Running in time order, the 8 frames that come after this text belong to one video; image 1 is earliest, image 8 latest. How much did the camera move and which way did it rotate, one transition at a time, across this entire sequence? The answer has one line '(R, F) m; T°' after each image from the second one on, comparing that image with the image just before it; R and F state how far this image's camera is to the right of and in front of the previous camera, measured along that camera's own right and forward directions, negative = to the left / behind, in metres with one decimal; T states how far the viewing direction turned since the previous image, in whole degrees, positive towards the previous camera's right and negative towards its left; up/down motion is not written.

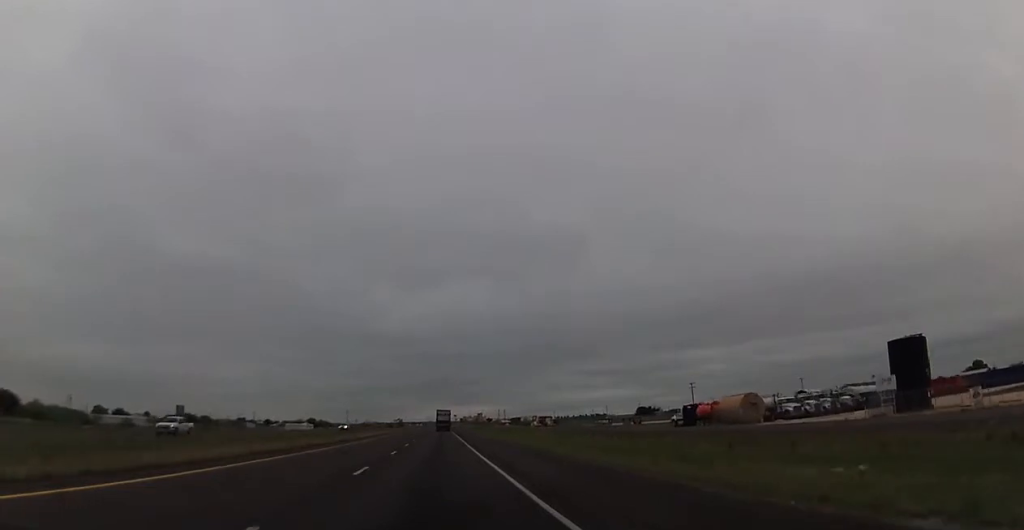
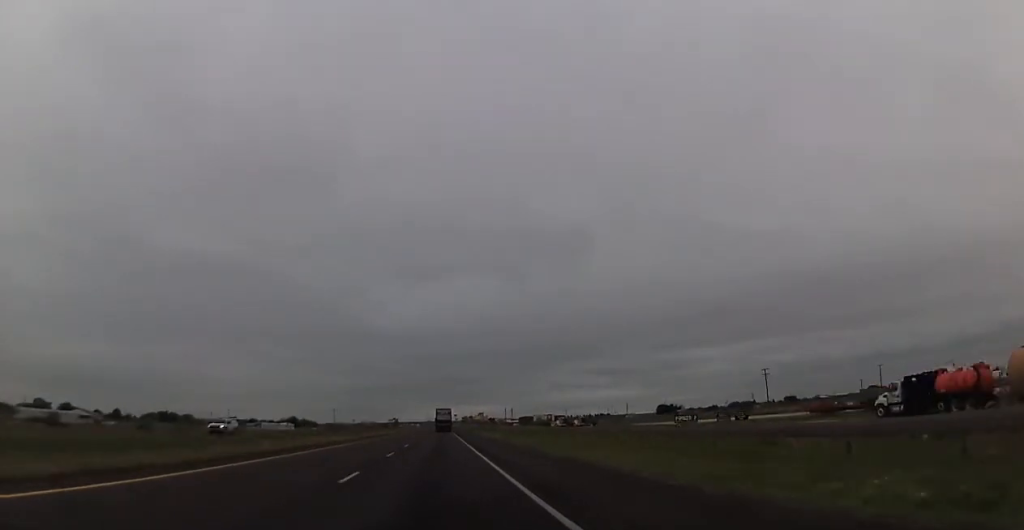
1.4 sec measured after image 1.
(-0.4, +50.9) m; 0°
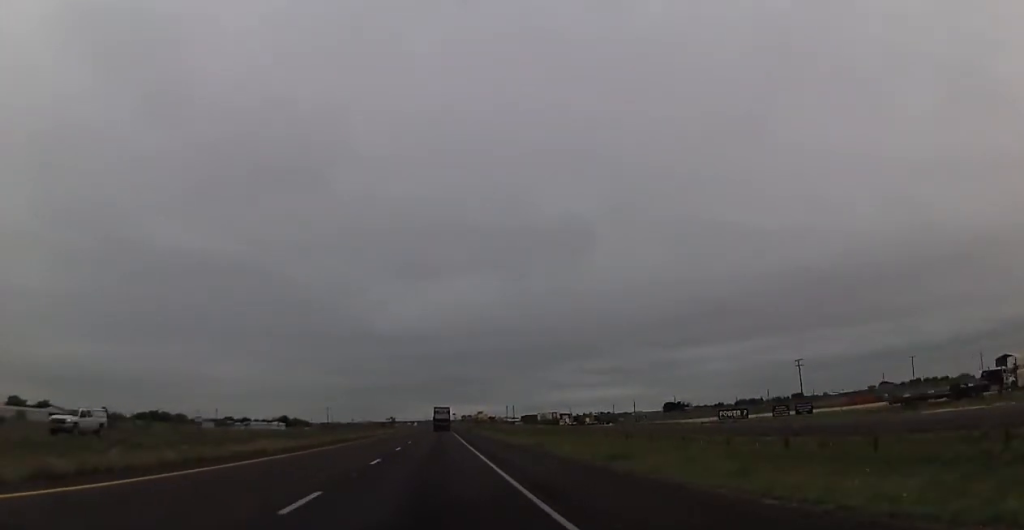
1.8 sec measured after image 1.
(0.0, +17.4) m; 0°
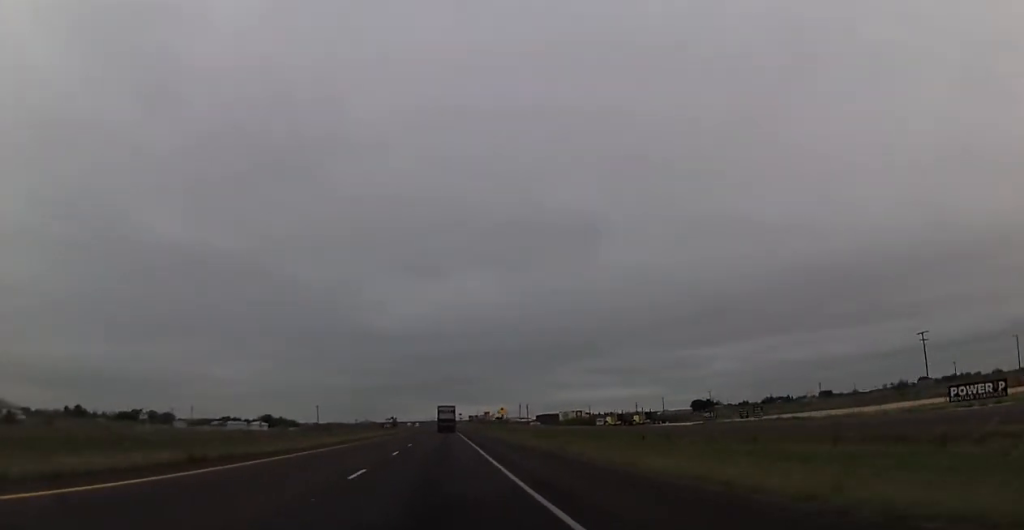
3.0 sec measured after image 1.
(+0.3, +42.2) m; +1°
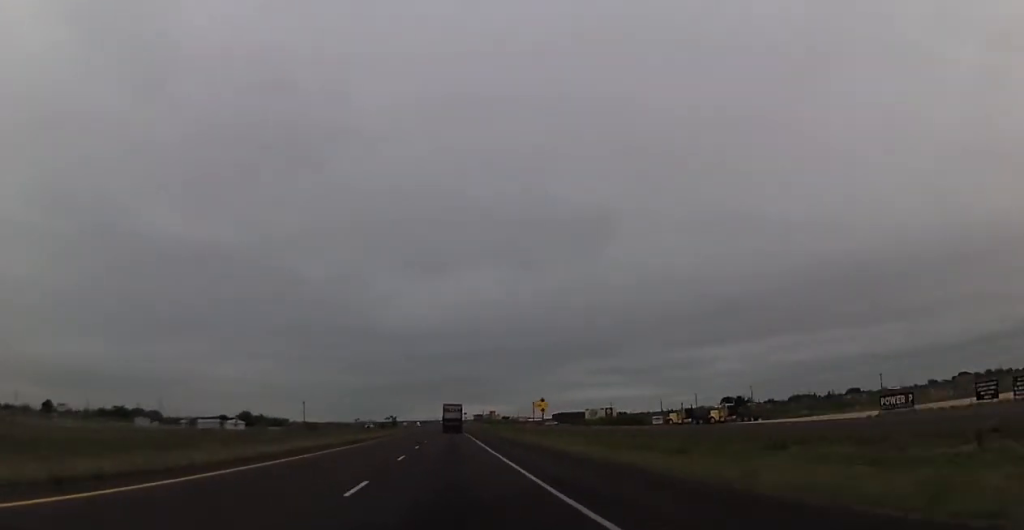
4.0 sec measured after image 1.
(0.0, +39.7) m; -1°
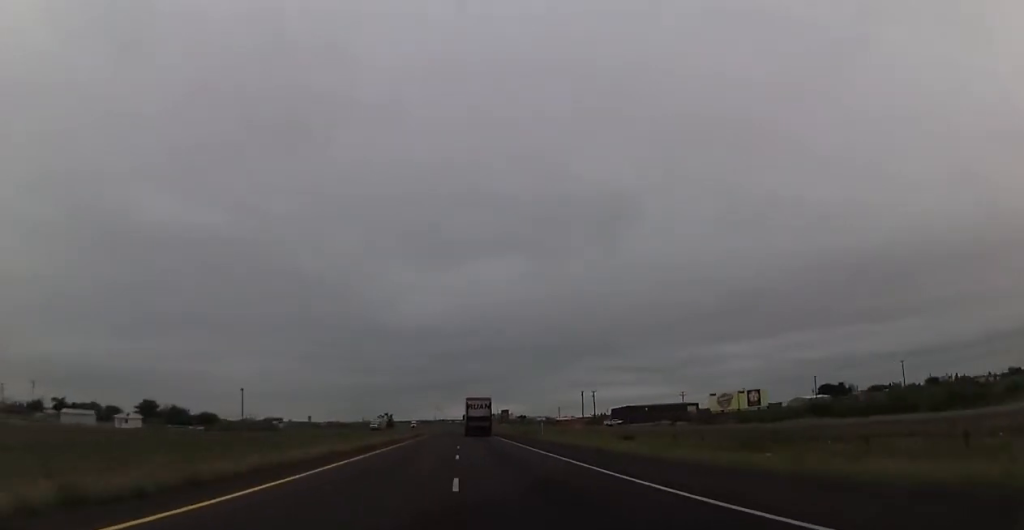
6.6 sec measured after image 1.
(-1.0, +95.2) m; 0°
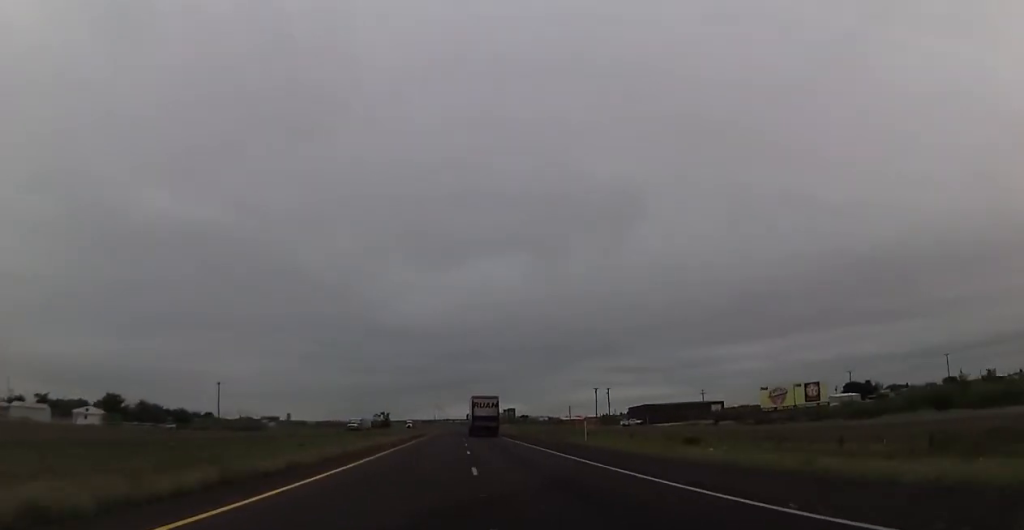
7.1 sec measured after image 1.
(0.0, +19.8) m; 0°
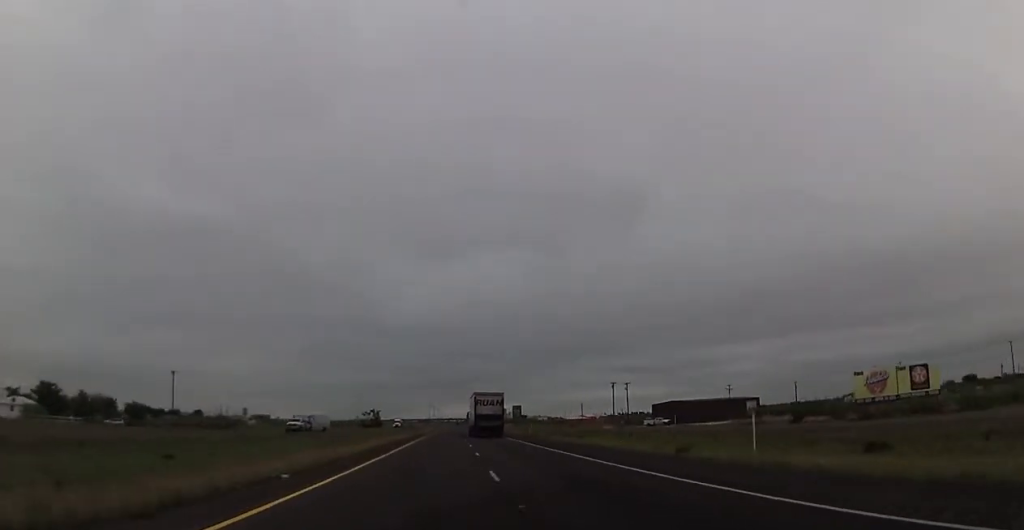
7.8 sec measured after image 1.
(-0.1, +26.0) m; 0°
